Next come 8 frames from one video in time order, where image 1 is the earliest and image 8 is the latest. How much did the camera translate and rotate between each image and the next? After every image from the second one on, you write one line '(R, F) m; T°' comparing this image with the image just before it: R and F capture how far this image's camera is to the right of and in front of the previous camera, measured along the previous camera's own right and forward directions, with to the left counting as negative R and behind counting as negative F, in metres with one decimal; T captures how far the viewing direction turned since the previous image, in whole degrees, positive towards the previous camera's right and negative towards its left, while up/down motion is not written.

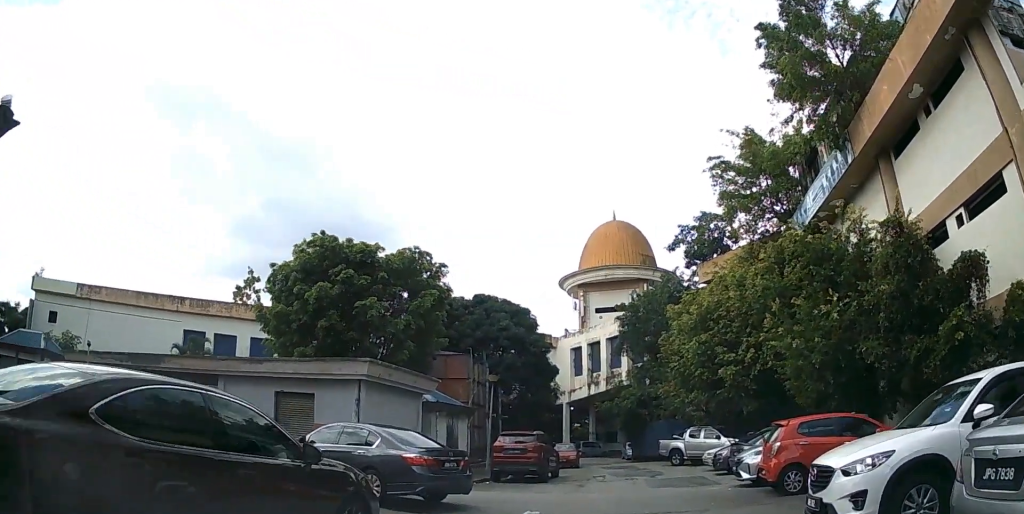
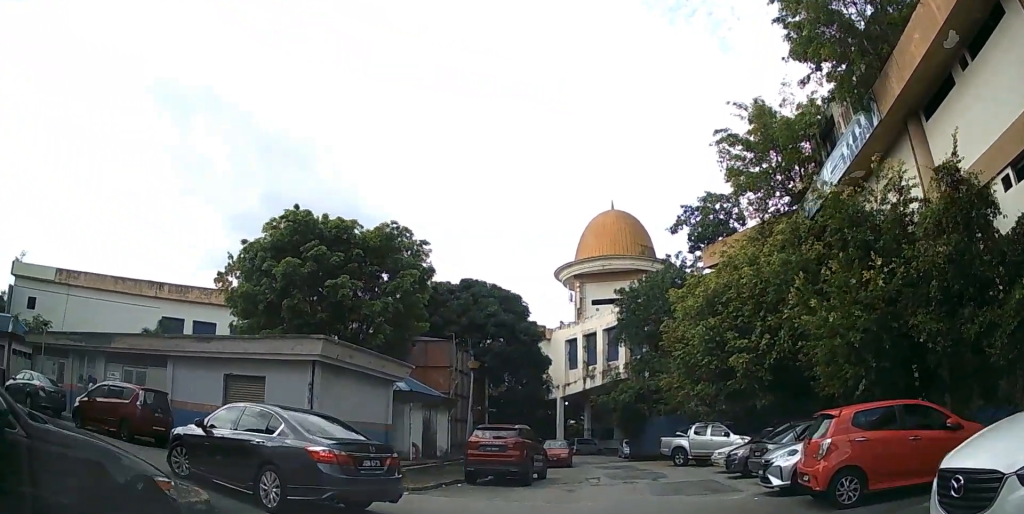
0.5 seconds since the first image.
(0.0, +2.5) m; -1°
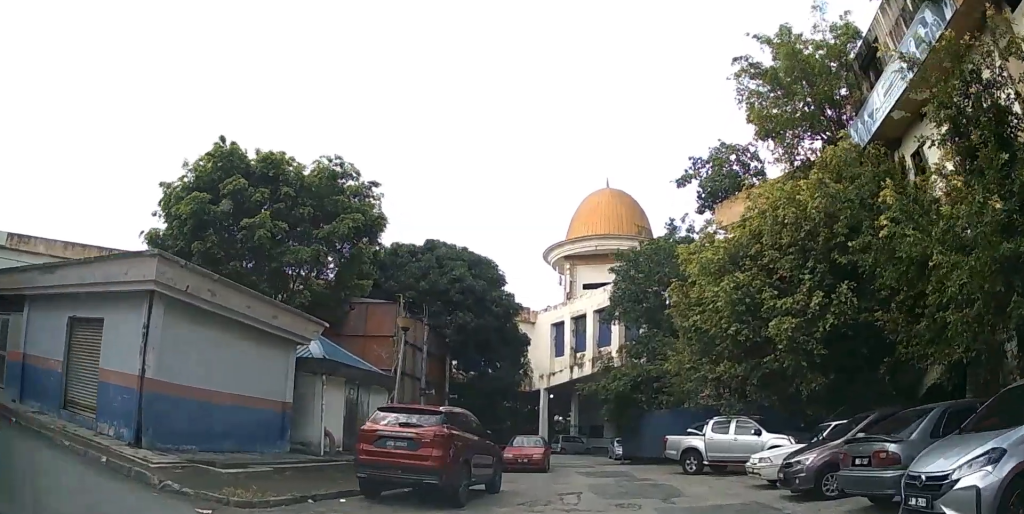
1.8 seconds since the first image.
(0.0, +6.5) m; +2°
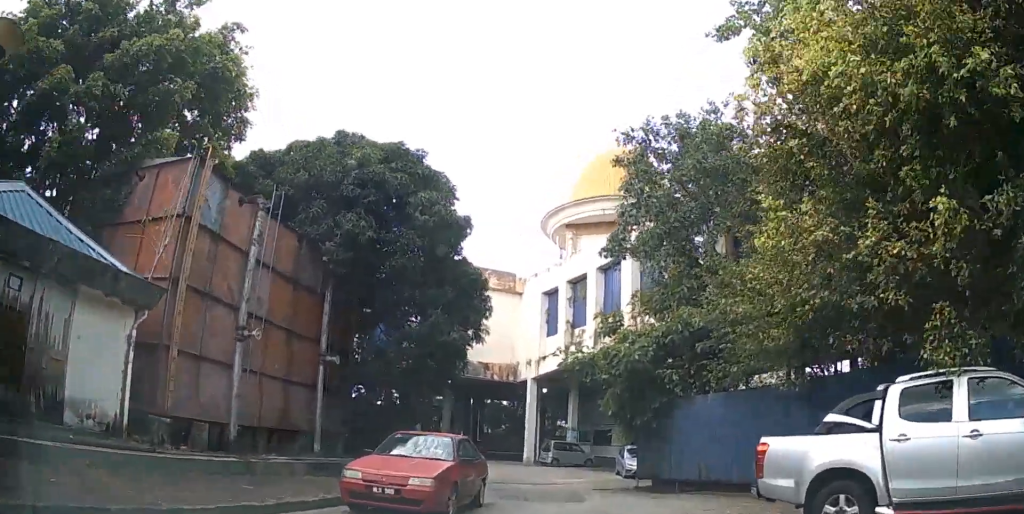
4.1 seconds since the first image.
(+0.7, +12.4) m; +2°
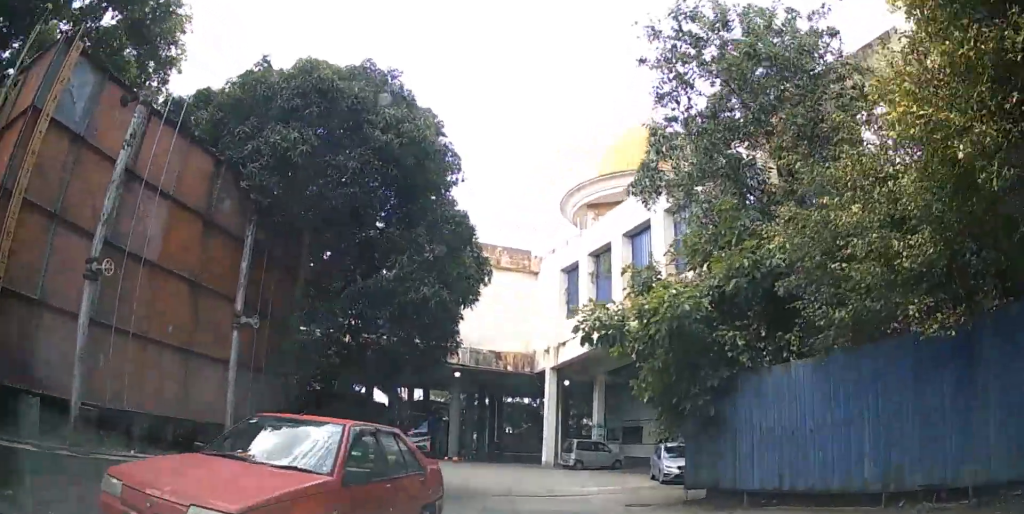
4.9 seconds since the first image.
(-0.1, +4.7) m; -2°
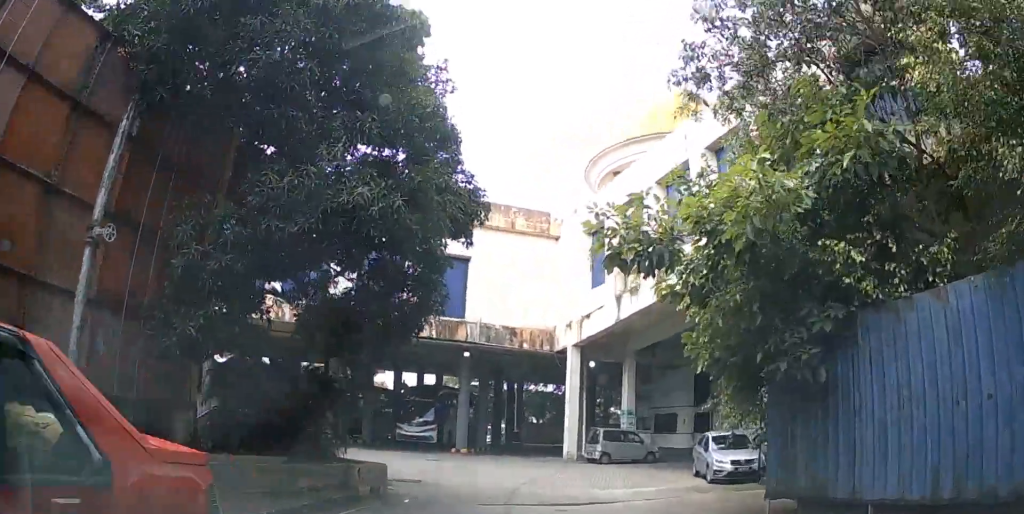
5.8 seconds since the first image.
(-0.1, +4.2) m; -2°
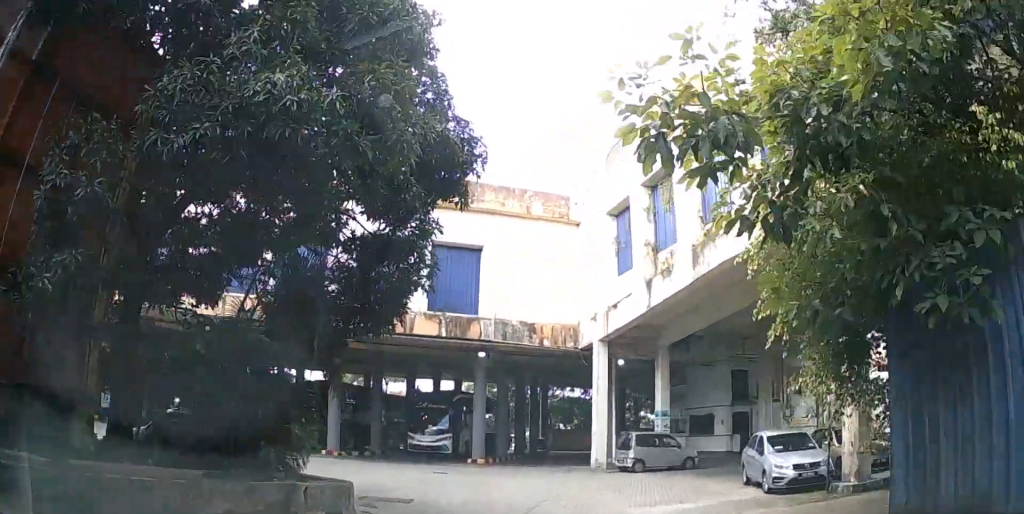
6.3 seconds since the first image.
(0.0, +2.4) m; -1°
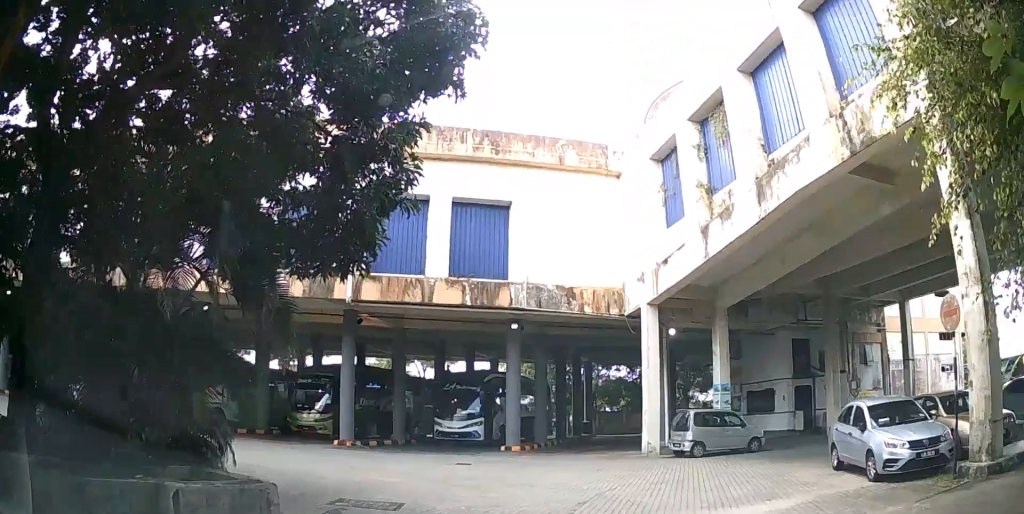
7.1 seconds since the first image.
(-0.1, +2.9) m; -2°
